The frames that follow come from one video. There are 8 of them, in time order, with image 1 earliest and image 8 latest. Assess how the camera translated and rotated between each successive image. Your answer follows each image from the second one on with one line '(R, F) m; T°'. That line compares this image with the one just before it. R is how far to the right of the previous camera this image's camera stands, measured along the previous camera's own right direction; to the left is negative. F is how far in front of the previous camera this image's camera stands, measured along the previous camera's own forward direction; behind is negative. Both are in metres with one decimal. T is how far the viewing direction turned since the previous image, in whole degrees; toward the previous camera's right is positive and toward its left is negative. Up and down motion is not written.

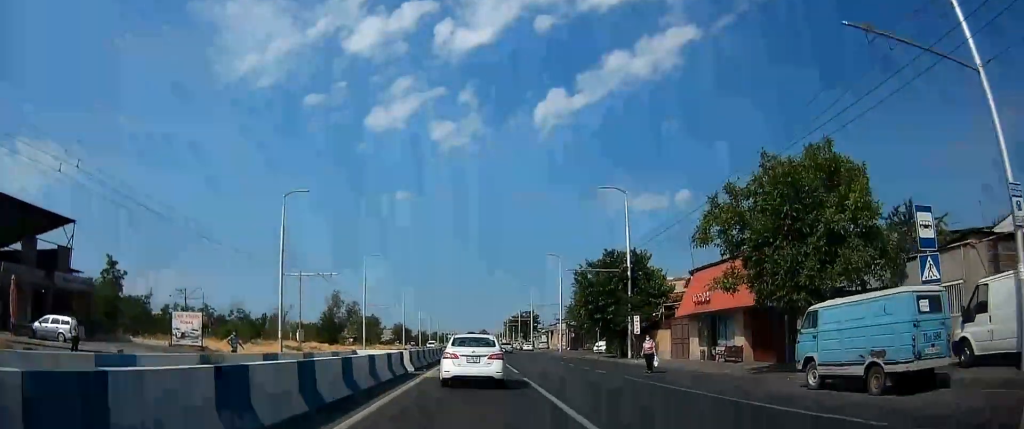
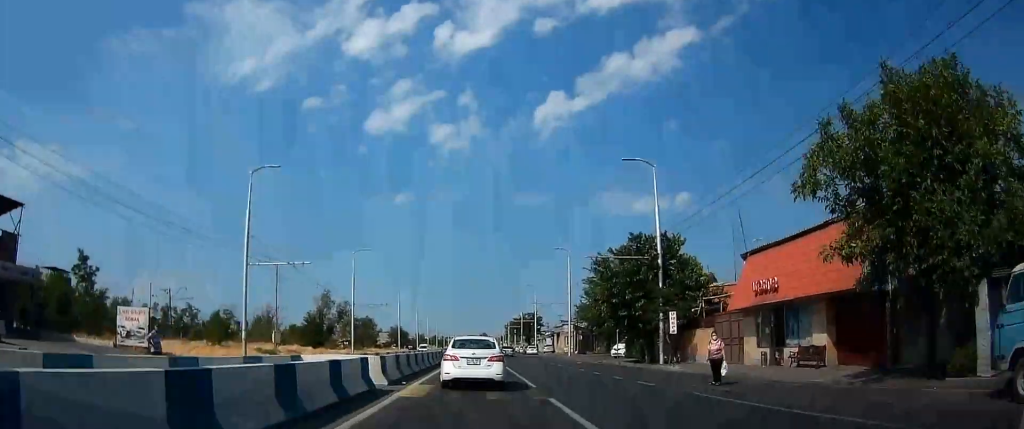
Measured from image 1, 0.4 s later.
(+0.2, +7.7) m; +1°
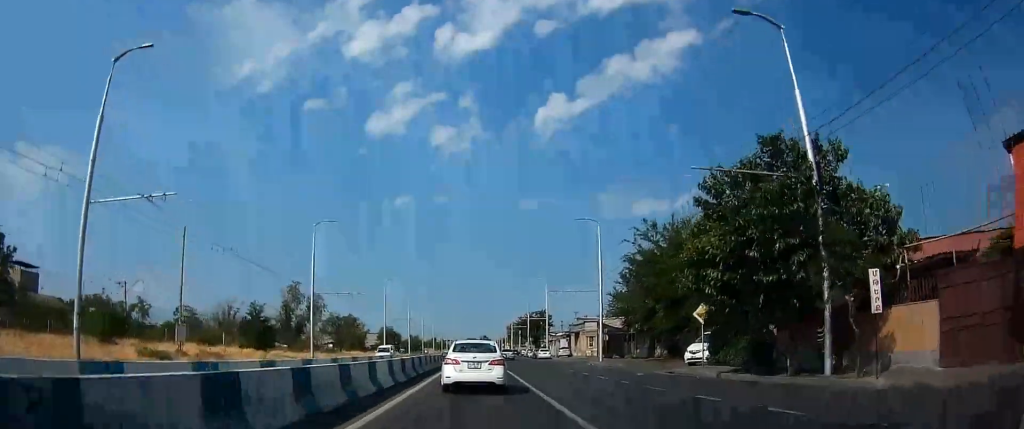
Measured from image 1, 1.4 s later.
(+0.1, +18.7) m; 0°
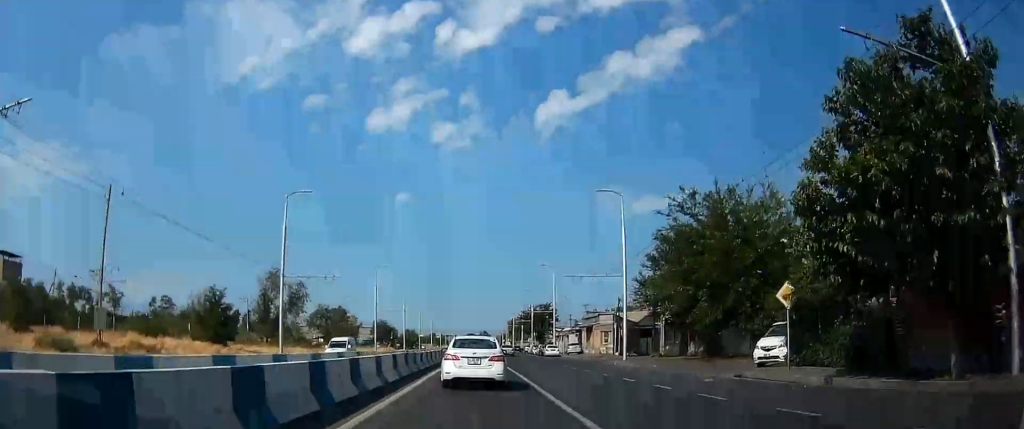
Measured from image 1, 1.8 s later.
(-0.1, +8.4) m; 0°
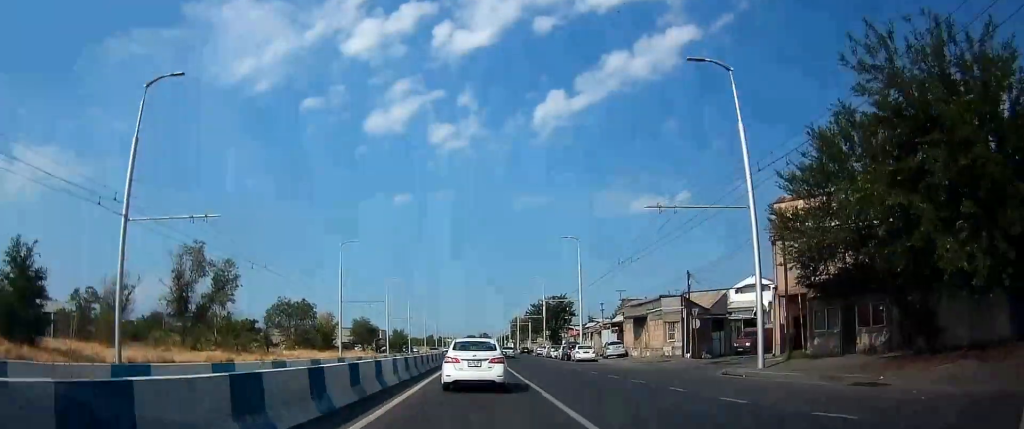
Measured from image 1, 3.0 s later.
(-0.1, +21.5) m; 0°
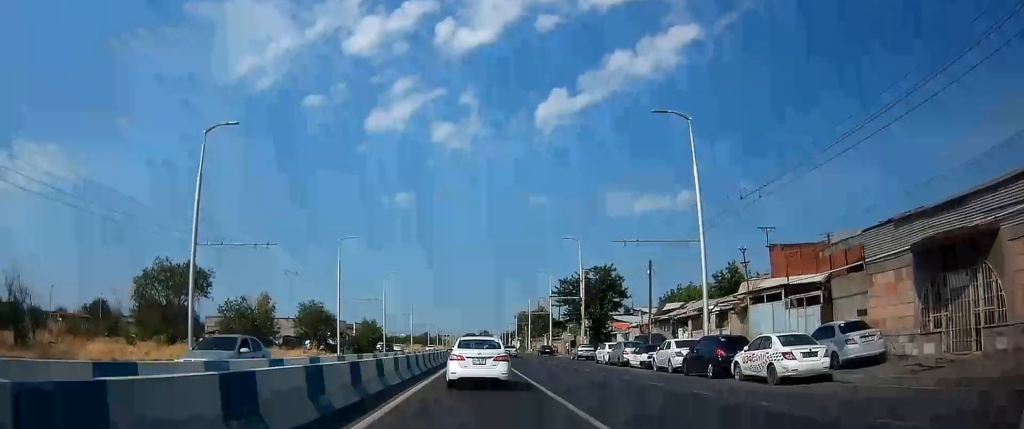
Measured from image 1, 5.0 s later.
(0.0, +35.5) m; 0°
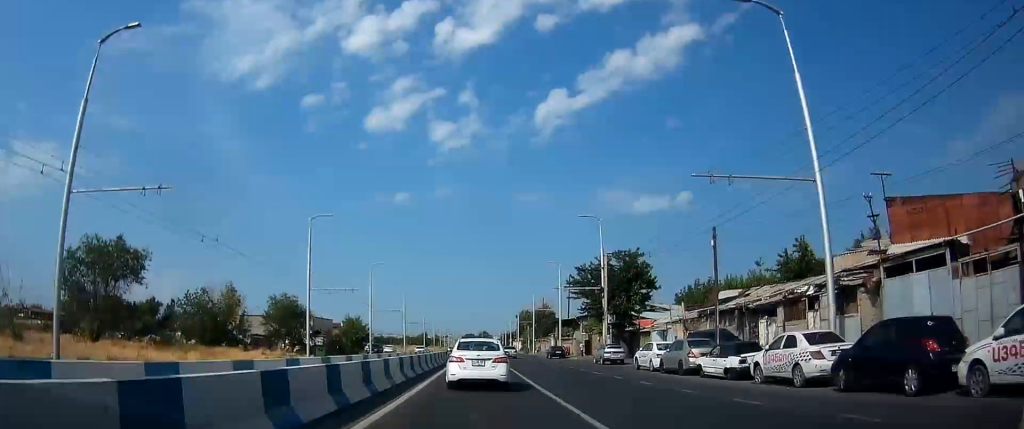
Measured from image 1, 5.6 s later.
(+0.1, +11.1) m; 0°
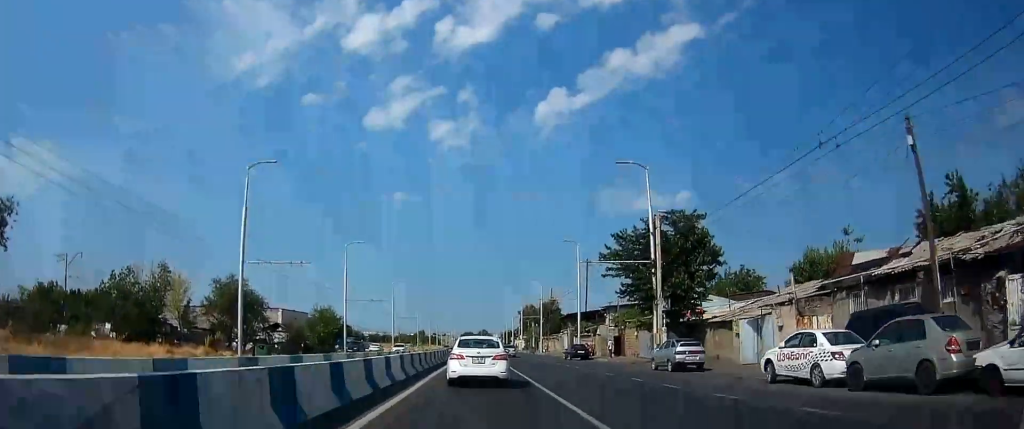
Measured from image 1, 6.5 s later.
(-0.1, +13.3) m; -1°
